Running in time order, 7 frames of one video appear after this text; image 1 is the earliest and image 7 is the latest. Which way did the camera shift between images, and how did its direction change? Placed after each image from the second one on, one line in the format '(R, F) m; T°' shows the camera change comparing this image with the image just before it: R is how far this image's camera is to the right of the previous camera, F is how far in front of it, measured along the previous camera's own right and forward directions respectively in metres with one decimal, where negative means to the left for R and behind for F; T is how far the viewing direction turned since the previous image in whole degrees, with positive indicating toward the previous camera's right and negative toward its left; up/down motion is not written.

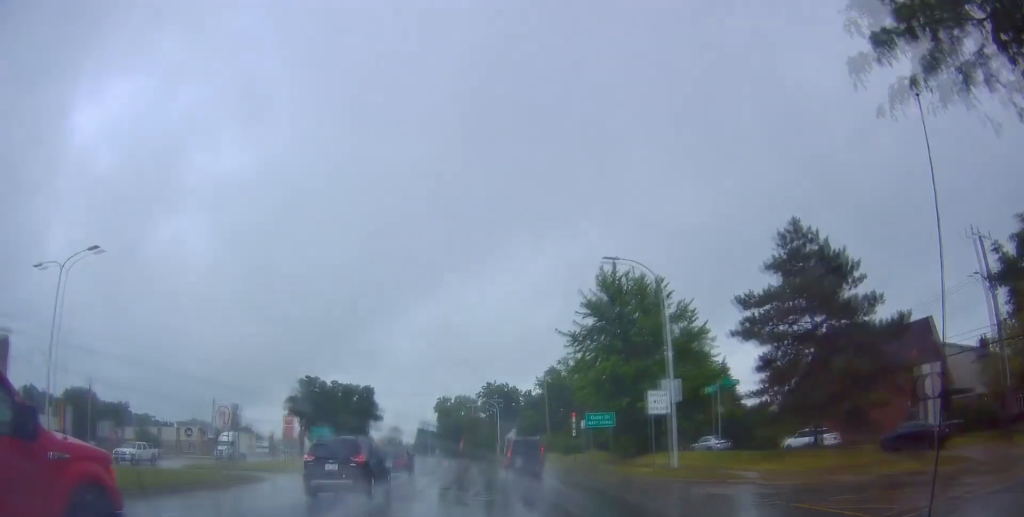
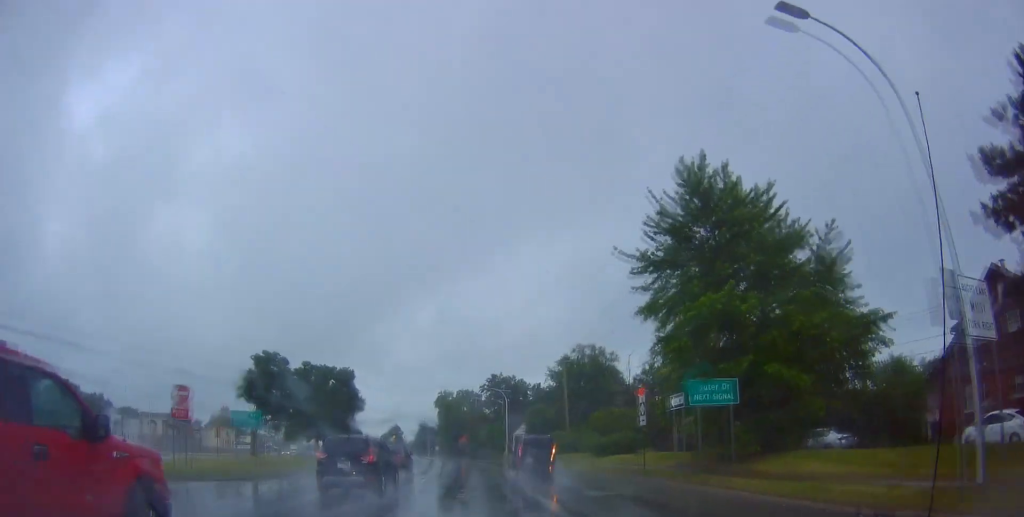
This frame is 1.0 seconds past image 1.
(+0.1, +15.9) m; 0°
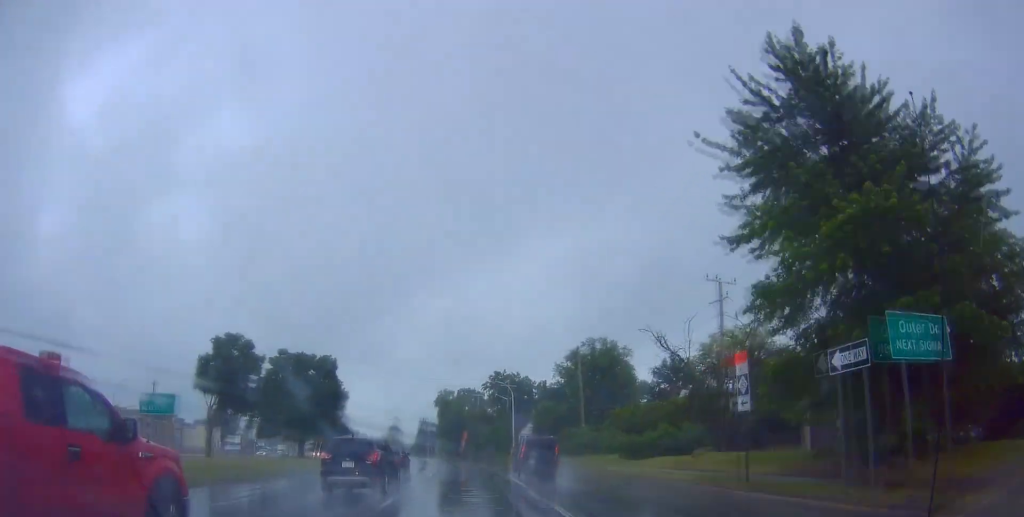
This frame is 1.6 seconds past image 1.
(0.0, +9.0) m; 0°
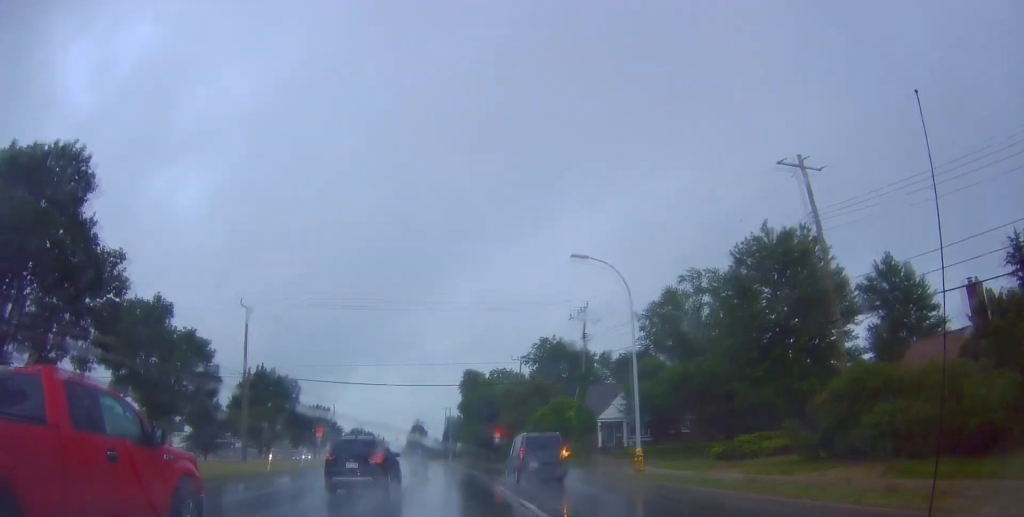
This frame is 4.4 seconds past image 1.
(0.0, +42.1) m; -2°
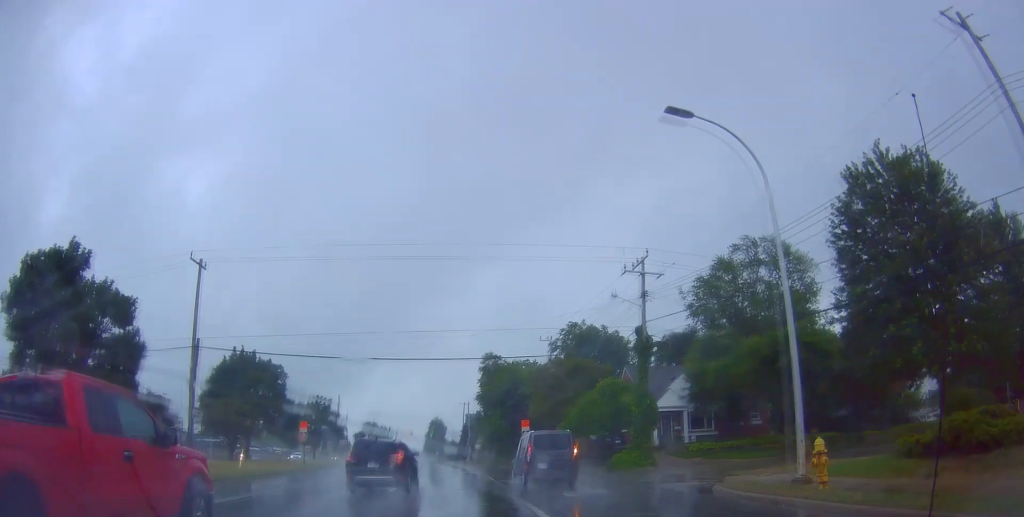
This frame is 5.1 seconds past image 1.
(0.0, +11.8) m; -2°
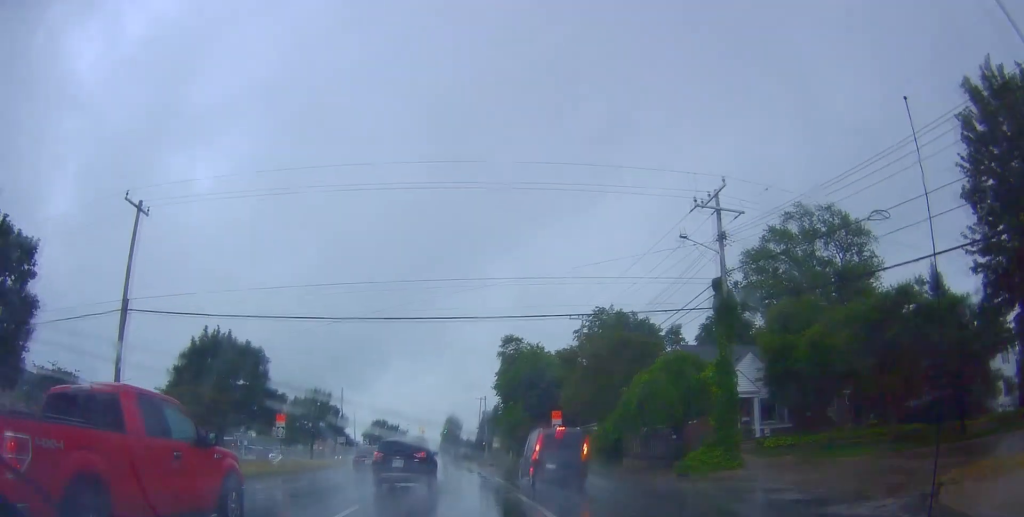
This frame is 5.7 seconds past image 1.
(-0.1, +10.1) m; -1°
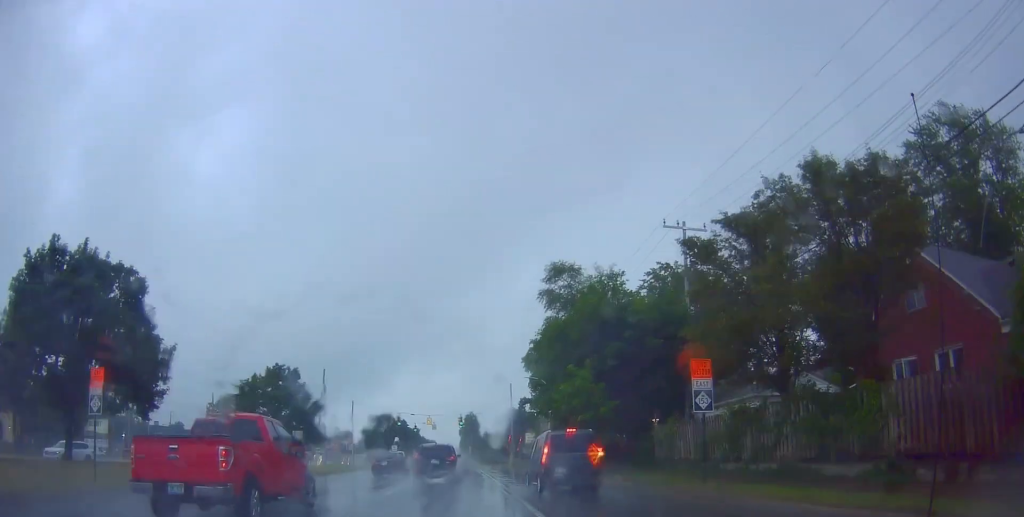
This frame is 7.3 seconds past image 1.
(-0.5, +24.7) m; -1°
